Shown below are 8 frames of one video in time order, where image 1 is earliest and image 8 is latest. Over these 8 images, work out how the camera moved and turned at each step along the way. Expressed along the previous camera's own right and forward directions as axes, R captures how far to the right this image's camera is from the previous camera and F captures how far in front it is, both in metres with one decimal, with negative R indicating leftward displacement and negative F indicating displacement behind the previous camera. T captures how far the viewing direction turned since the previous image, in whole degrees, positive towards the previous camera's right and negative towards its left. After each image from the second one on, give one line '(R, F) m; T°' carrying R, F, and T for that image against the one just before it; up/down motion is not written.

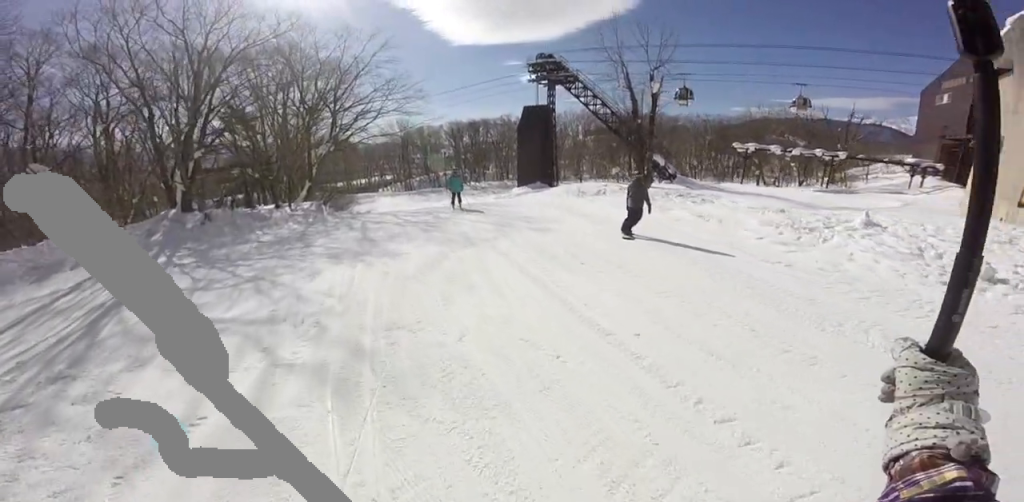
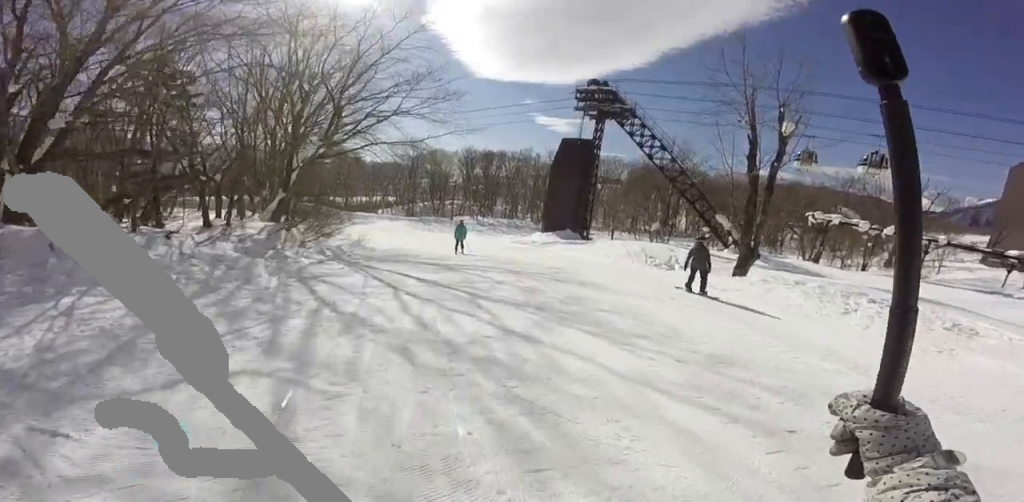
(+0.4, +11.1) m; +2°
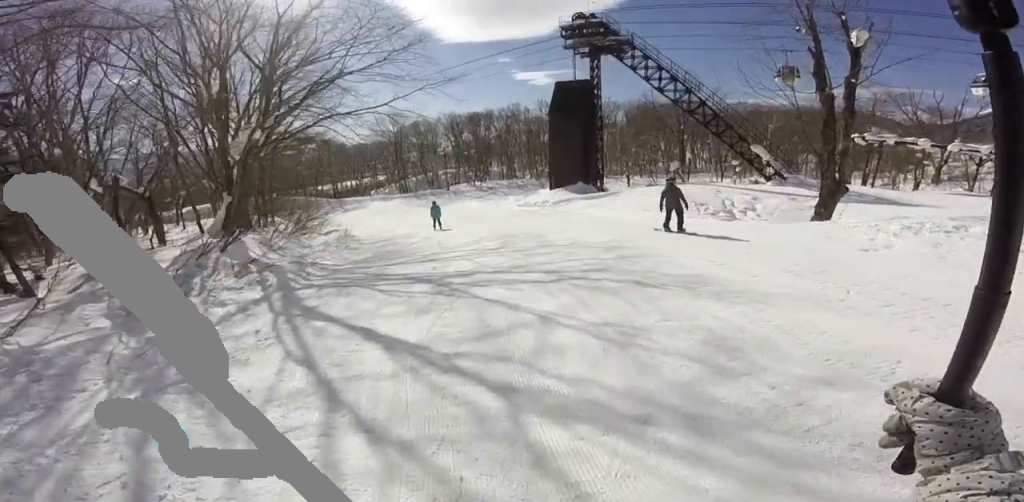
(0.0, +5.4) m; -5°
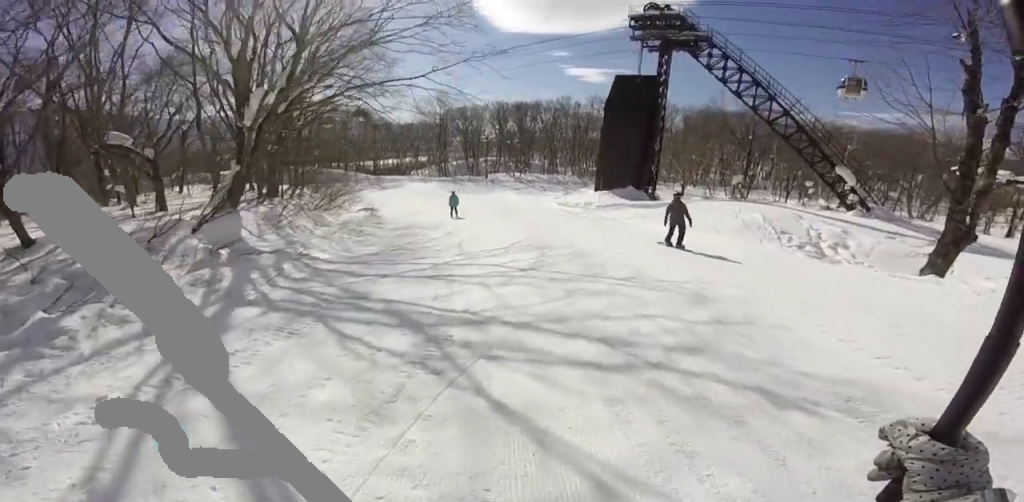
(+0.3, +3.3) m; -8°
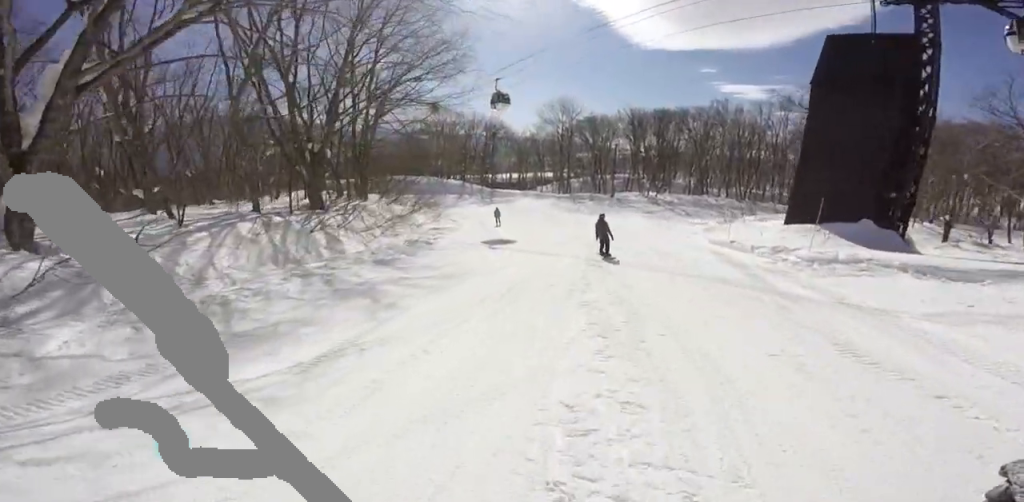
(-2.7, +13.4) m; -8°
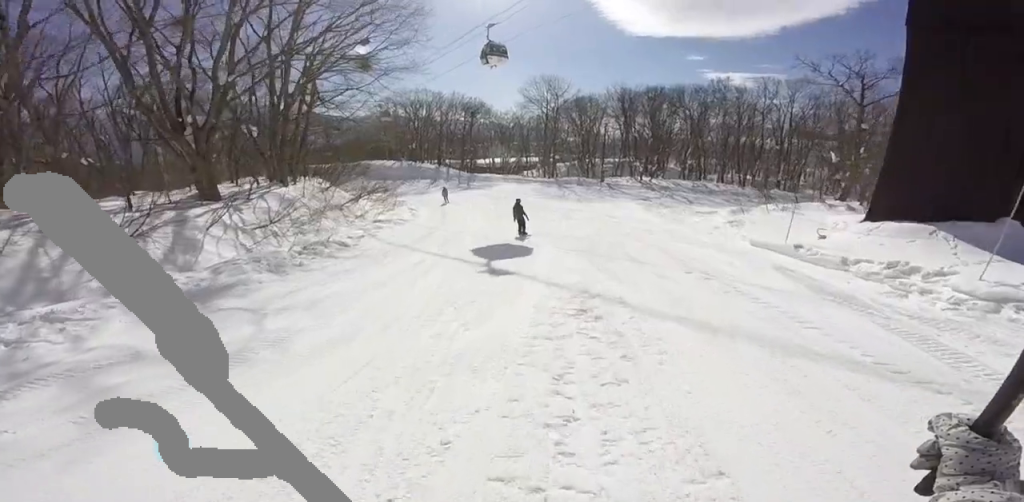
(+0.1, +7.0) m; +3°
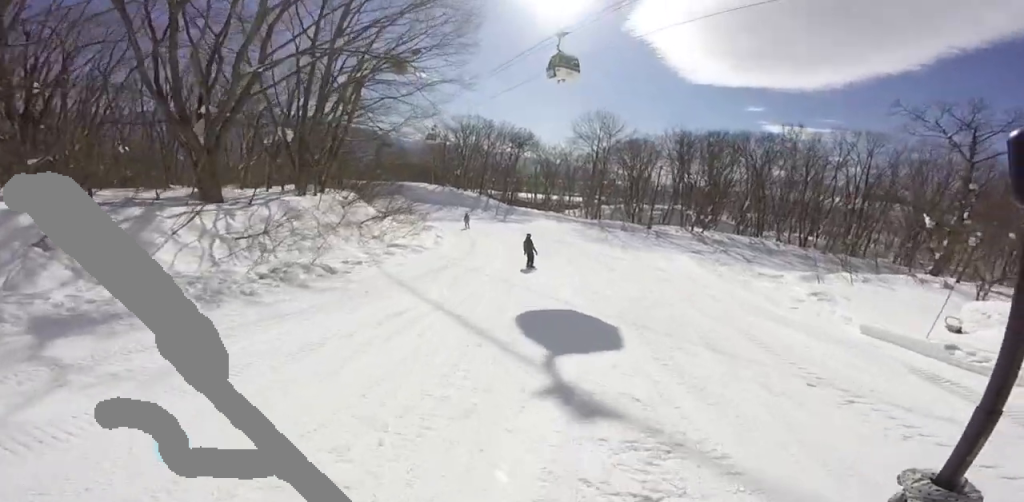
(+0.2, +3.8) m; -5°
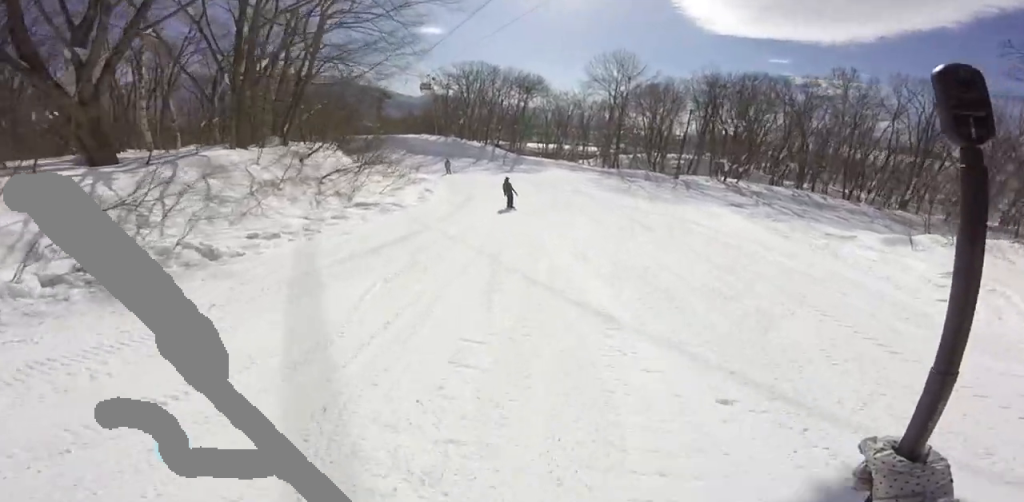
(+0.2, +5.2) m; -8°
